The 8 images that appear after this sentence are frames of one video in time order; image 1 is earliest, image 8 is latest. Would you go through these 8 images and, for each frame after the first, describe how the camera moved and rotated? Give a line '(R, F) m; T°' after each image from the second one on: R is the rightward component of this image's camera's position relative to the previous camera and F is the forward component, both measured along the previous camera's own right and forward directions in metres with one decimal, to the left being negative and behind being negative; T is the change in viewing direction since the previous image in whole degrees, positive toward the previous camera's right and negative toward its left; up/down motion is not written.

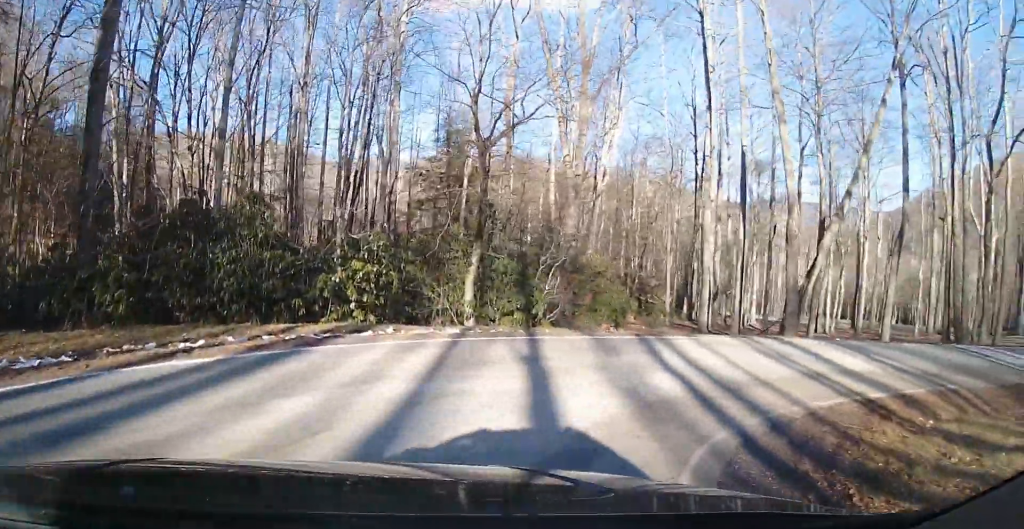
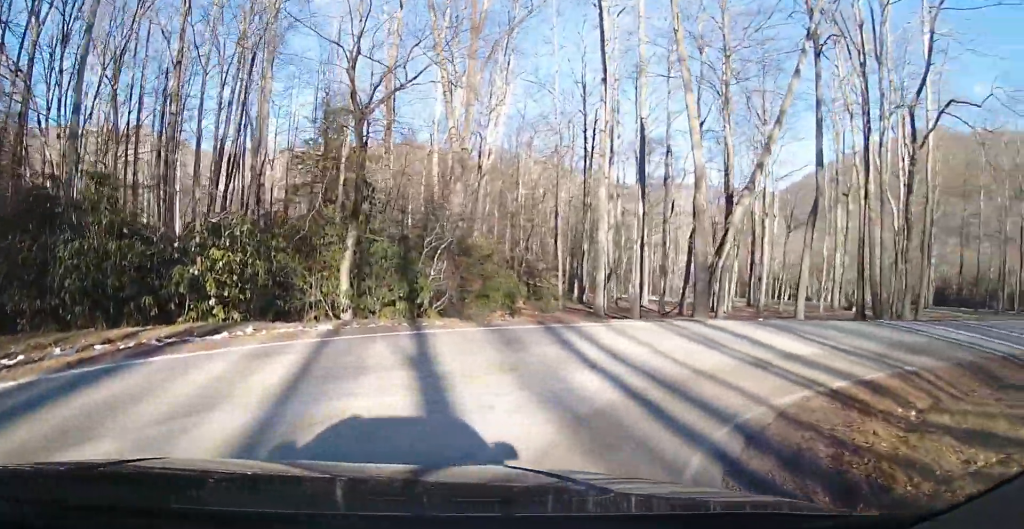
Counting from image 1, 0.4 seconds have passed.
(+0.1, +2.4) m; +12°
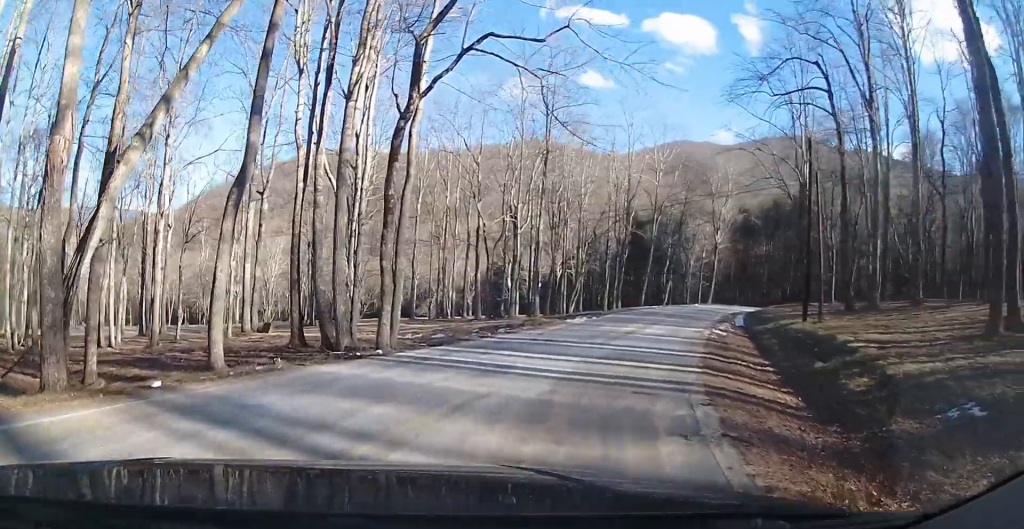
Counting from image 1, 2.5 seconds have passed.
(+6.8, +7.6) m; +71°
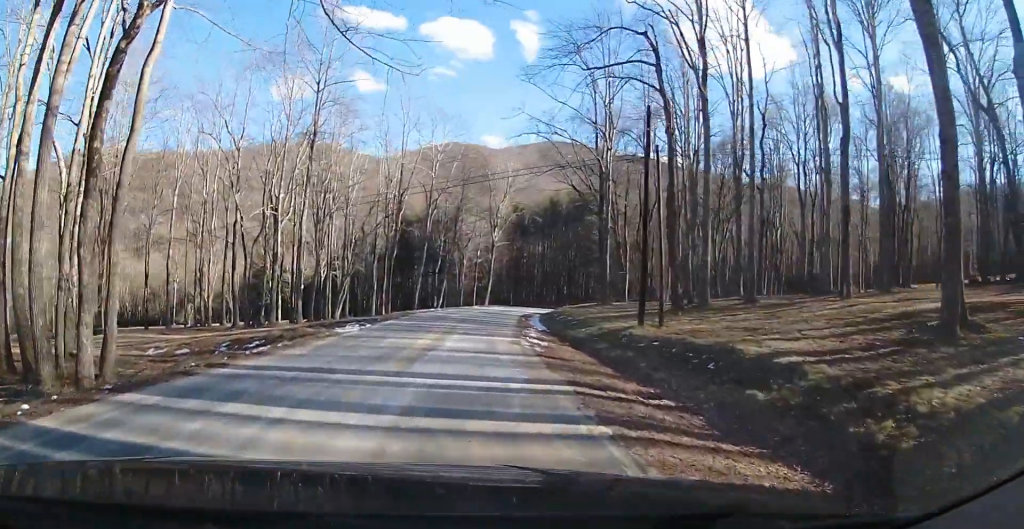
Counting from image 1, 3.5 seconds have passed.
(+0.9, +5.8) m; +22°
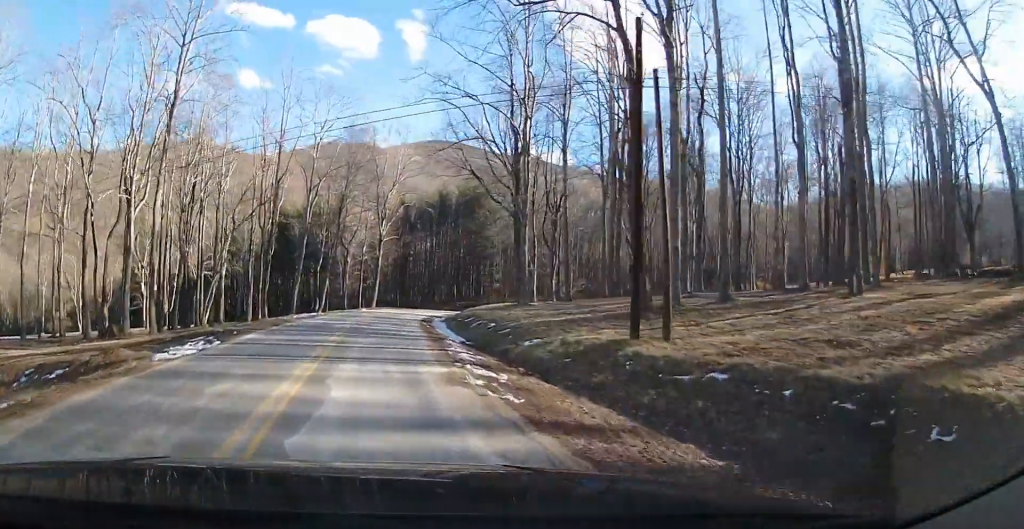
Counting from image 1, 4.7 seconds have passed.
(+1.6, +7.6) m; +14°
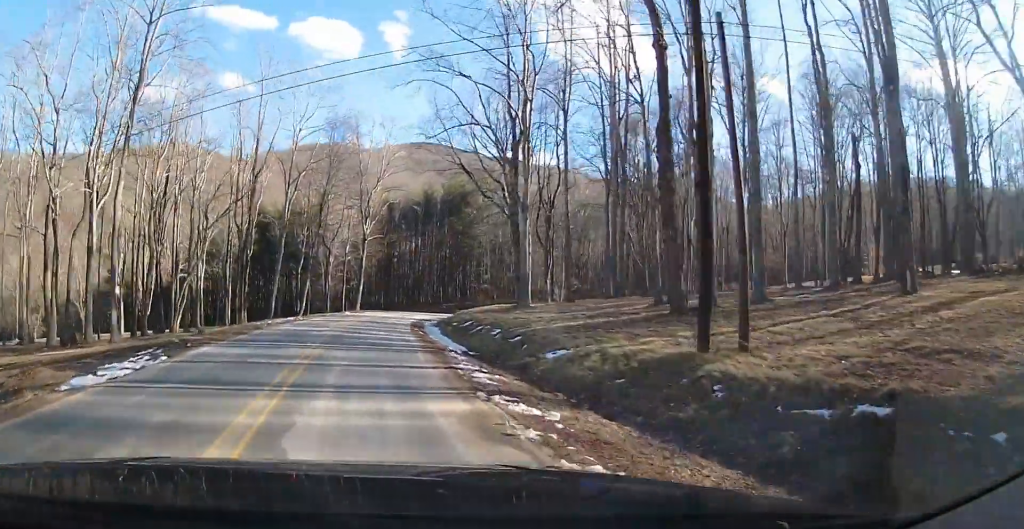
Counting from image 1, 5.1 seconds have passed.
(-0.1, +3.4) m; +2°
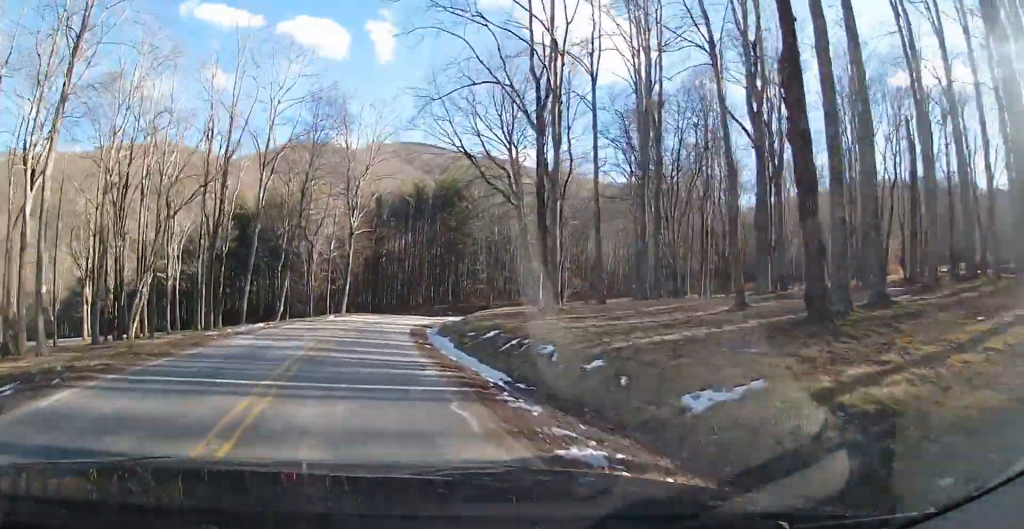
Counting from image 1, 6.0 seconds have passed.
(+0.5, +6.4) m; +4°
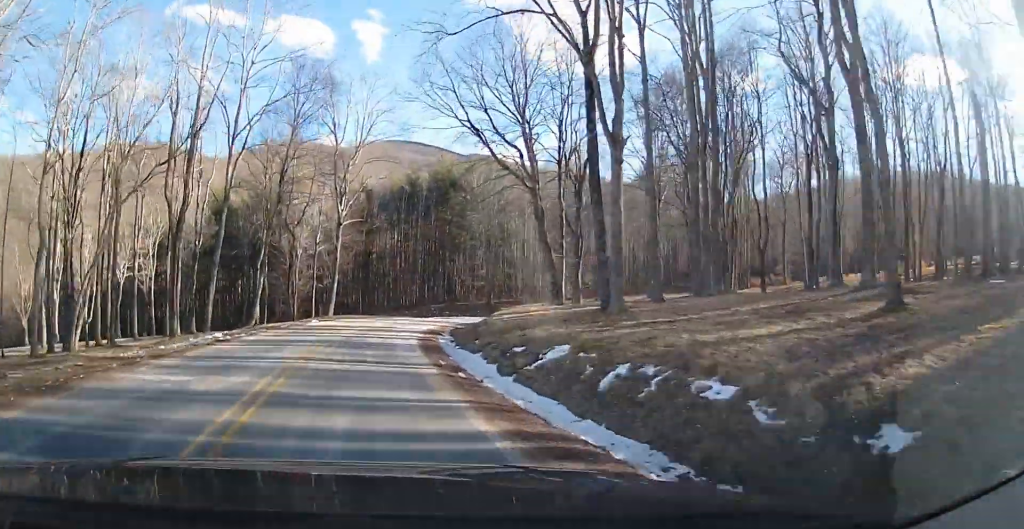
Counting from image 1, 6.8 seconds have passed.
(+0.2, +6.9) m; +2°
